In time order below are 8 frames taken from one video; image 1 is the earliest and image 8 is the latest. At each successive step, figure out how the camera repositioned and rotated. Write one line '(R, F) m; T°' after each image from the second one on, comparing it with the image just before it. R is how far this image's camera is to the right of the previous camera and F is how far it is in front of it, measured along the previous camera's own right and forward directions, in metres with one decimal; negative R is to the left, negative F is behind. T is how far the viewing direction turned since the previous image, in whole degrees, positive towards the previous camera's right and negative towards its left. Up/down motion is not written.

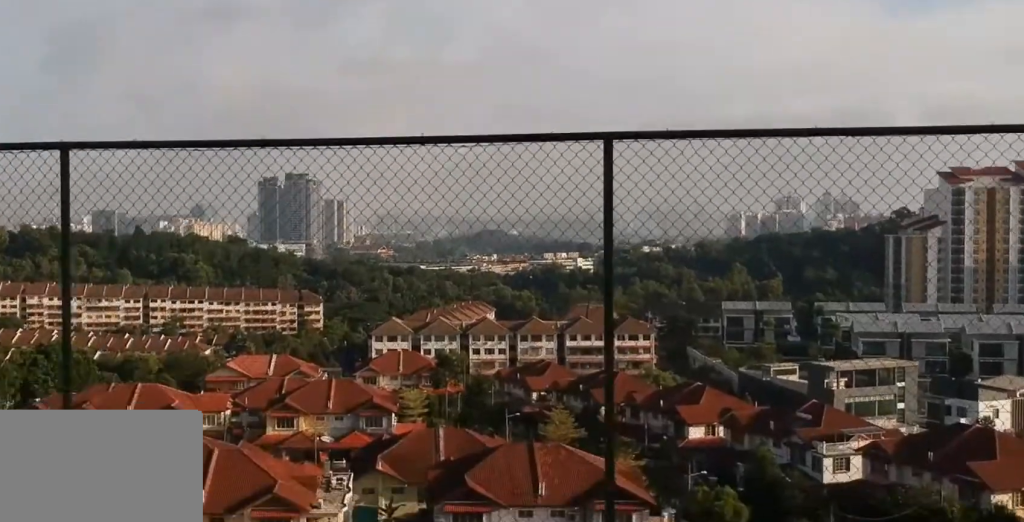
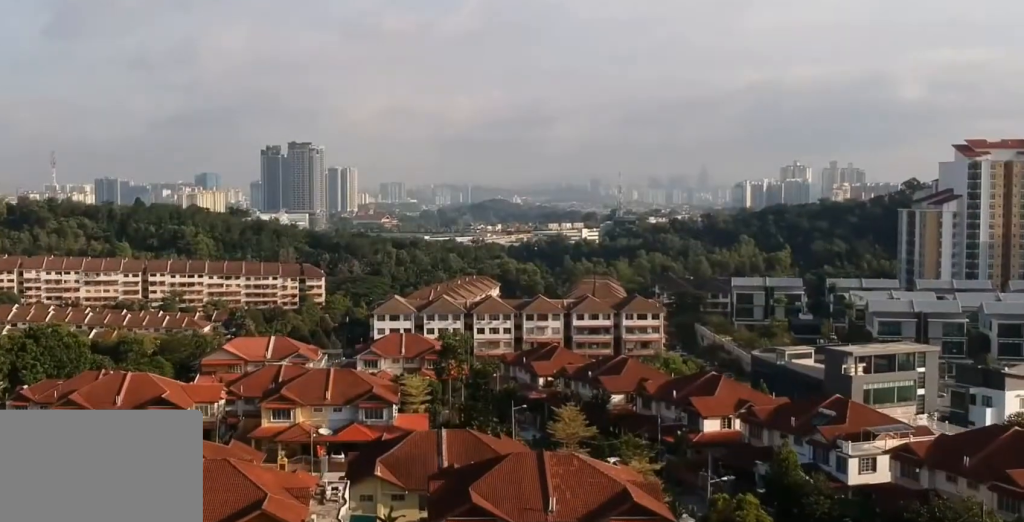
(0.0, +8.2) m; 0°
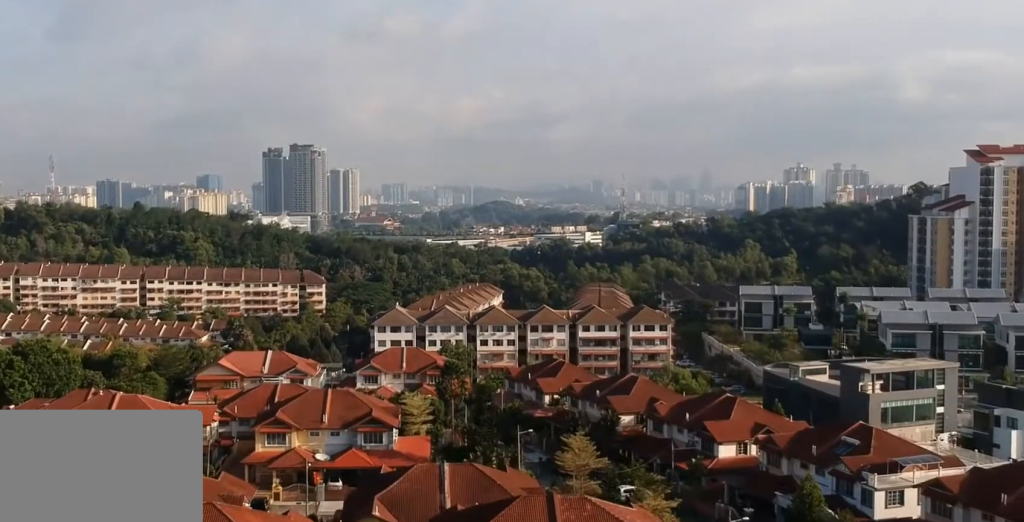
(0.0, +5.7) m; 0°
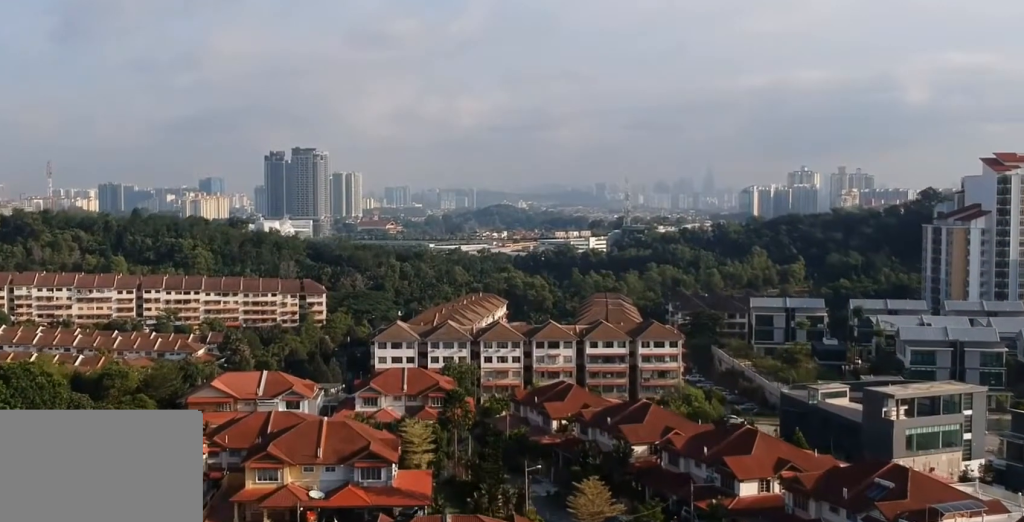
(0.0, +6.2) m; 0°
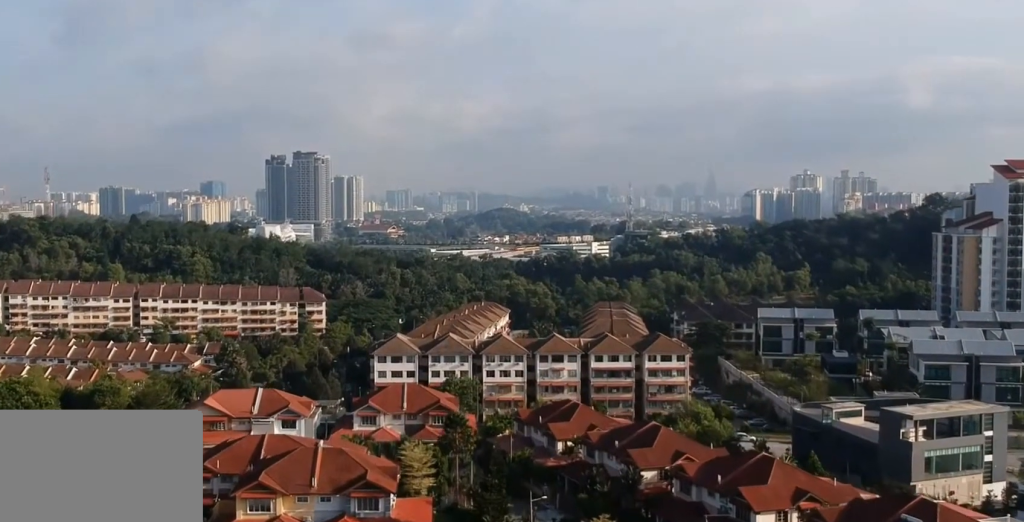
(0.0, +3.2) m; 0°
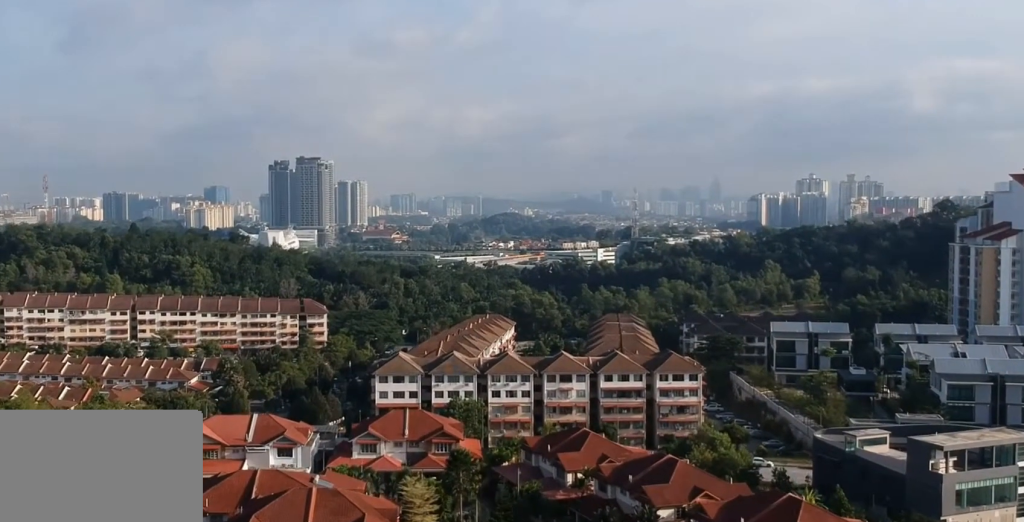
(0.0, +3.9) m; +1°
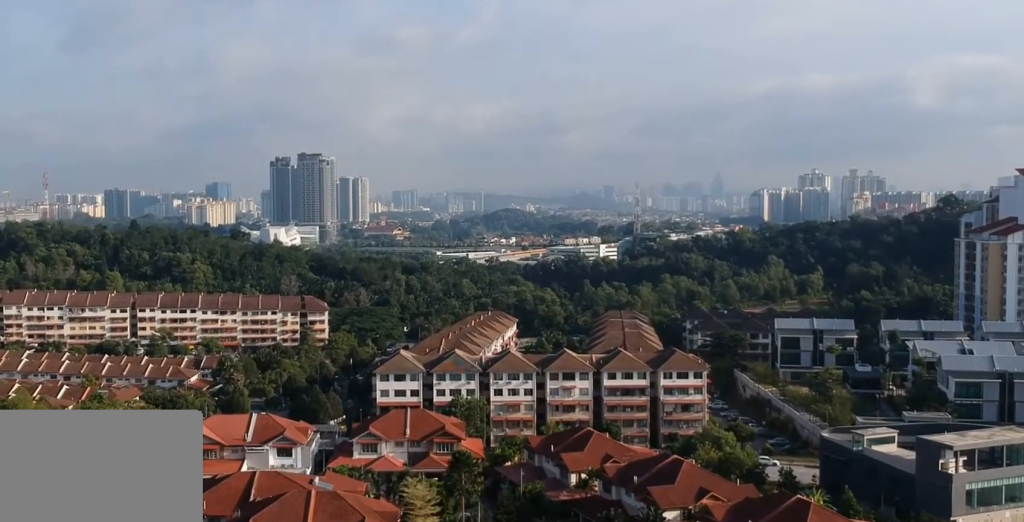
(0.0, +1.5) m; +2°
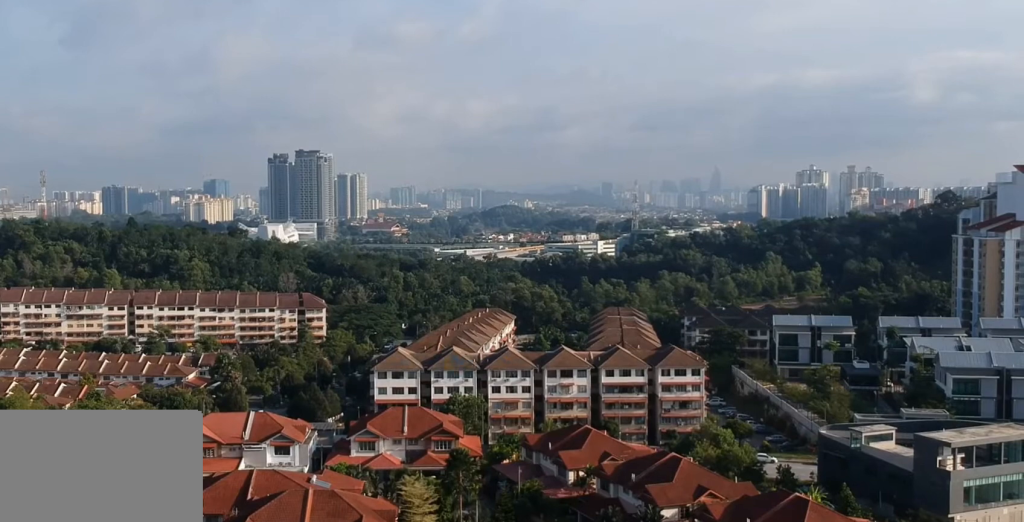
(+0.1, +2.8) m; -2°
